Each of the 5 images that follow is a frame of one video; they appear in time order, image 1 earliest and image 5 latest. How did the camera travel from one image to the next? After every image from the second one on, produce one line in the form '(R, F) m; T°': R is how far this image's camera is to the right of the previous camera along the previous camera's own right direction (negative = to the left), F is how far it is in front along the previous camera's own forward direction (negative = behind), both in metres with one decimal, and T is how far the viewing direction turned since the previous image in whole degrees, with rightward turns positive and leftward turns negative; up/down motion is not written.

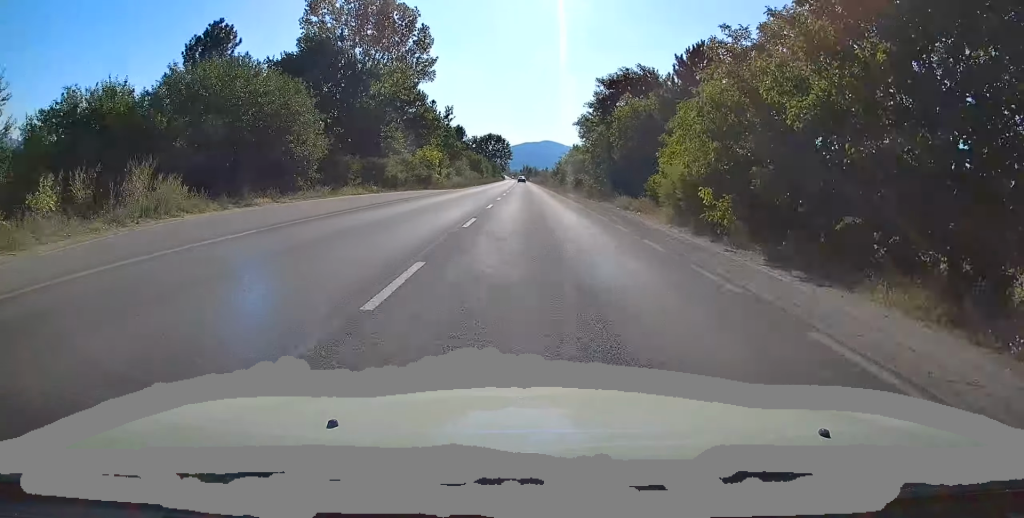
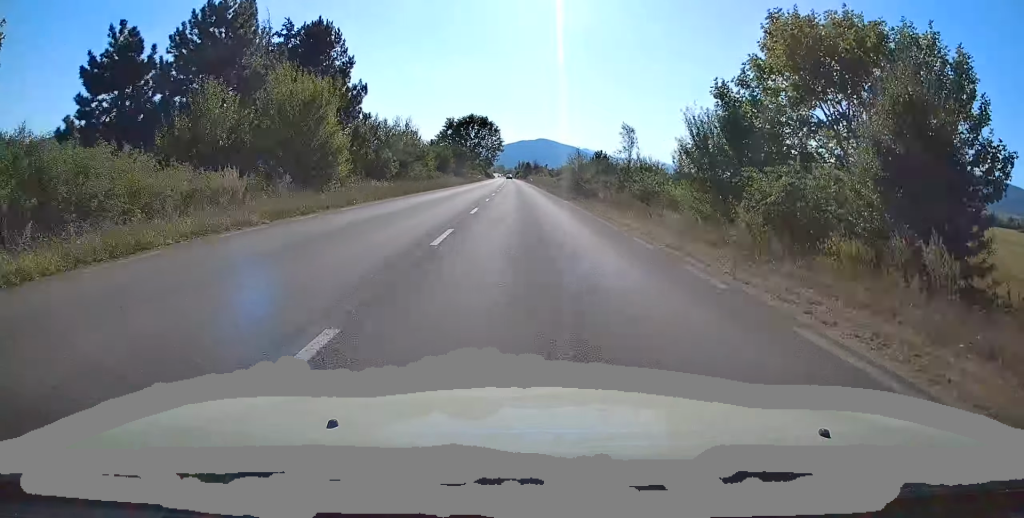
(-0.1, +93.7) m; 0°
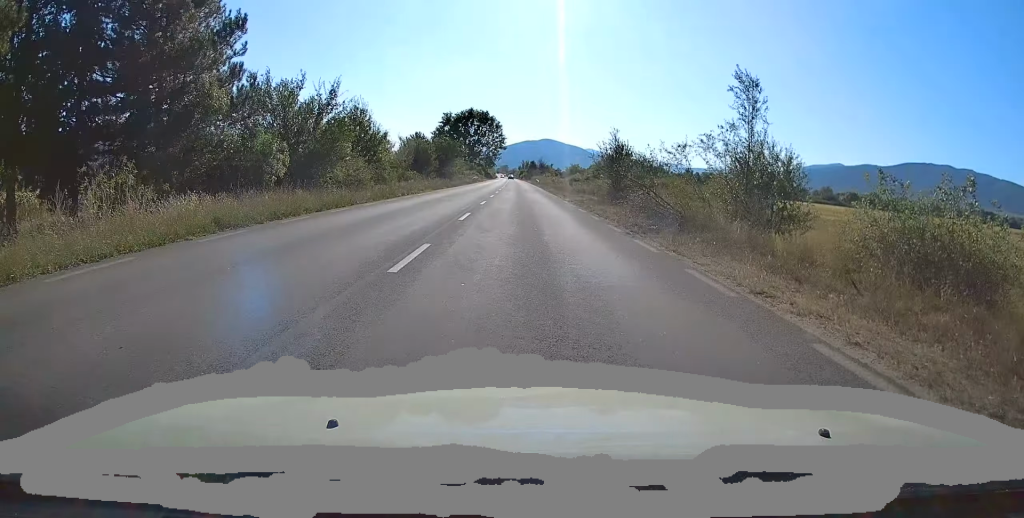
(+0.1, +21.0) m; 0°
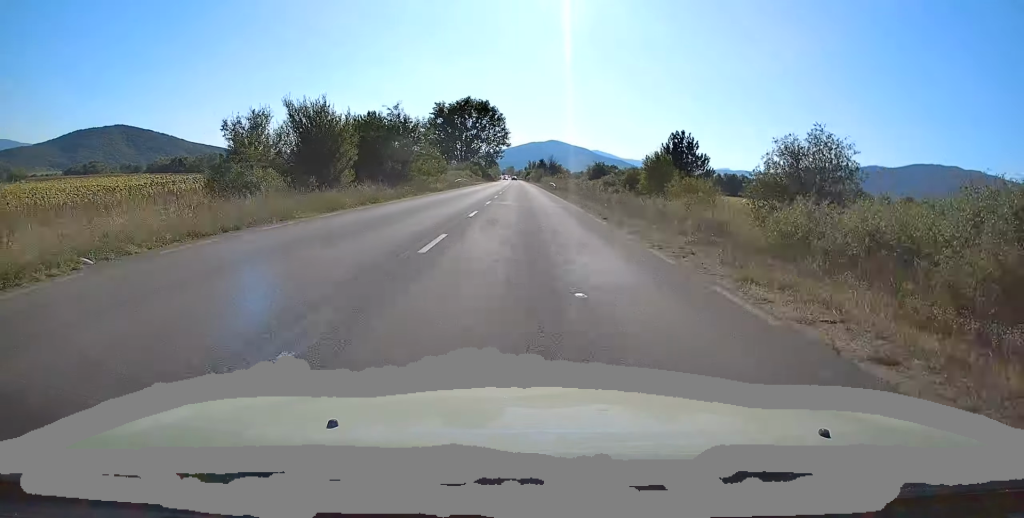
(-0.1, +33.8) m; 0°
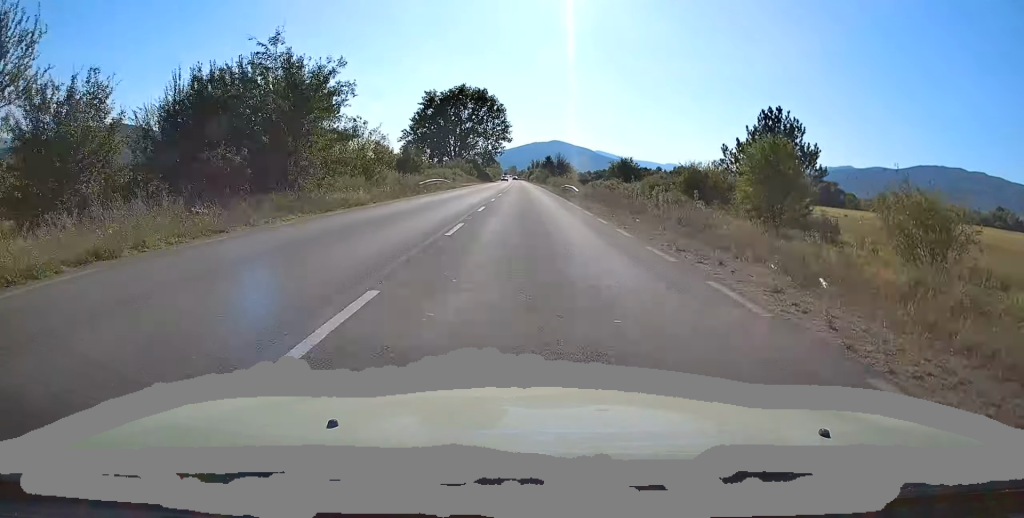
(0.0, +24.0) m; 0°
